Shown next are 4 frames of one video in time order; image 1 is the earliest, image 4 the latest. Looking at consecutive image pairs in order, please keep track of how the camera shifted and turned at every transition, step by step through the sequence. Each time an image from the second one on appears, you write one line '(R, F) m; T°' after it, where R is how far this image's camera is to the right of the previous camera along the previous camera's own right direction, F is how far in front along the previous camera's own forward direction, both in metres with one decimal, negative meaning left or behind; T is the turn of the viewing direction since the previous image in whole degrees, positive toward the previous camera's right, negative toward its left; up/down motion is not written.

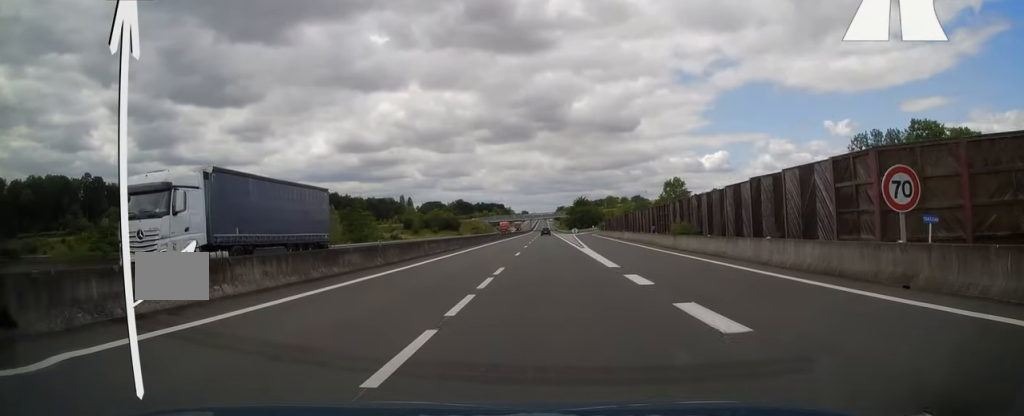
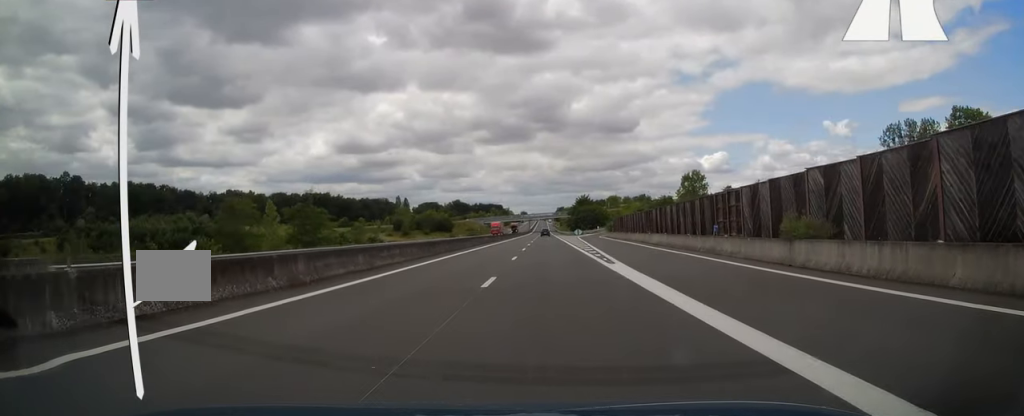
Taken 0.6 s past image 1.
(+0.2, +16.7) m; 0°
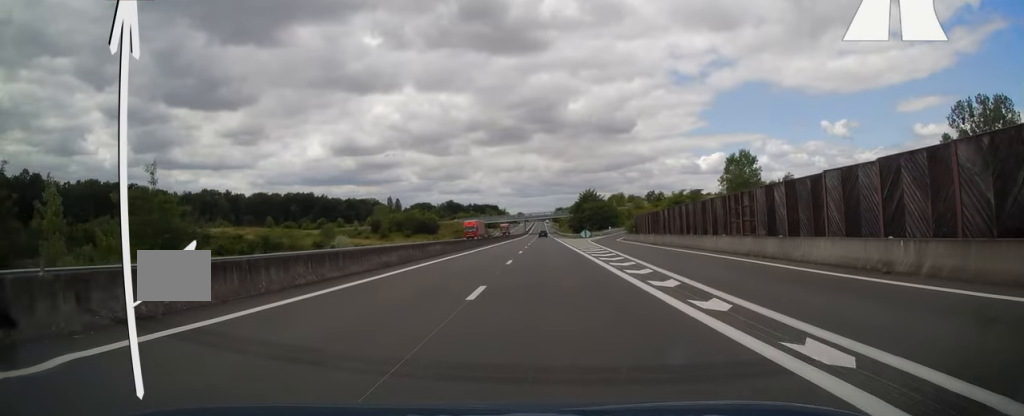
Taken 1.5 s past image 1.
(0.0, +28.4) m; 0°
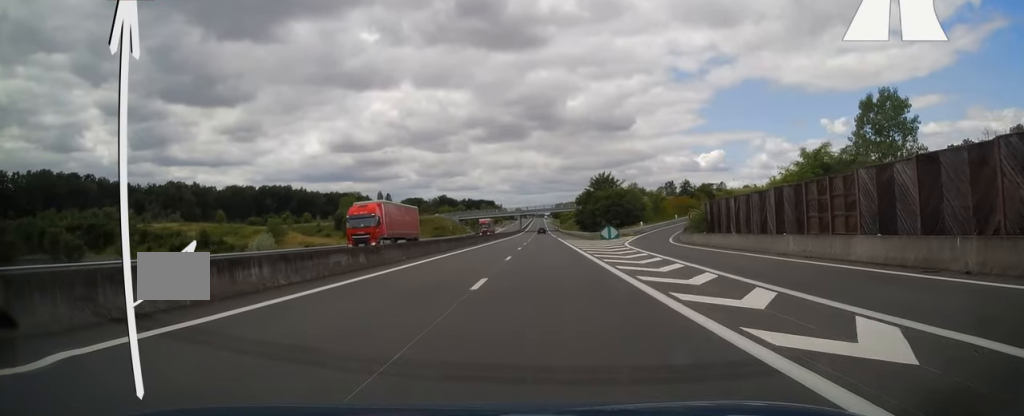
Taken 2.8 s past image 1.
(+0.2, +37.1) m; 0°
